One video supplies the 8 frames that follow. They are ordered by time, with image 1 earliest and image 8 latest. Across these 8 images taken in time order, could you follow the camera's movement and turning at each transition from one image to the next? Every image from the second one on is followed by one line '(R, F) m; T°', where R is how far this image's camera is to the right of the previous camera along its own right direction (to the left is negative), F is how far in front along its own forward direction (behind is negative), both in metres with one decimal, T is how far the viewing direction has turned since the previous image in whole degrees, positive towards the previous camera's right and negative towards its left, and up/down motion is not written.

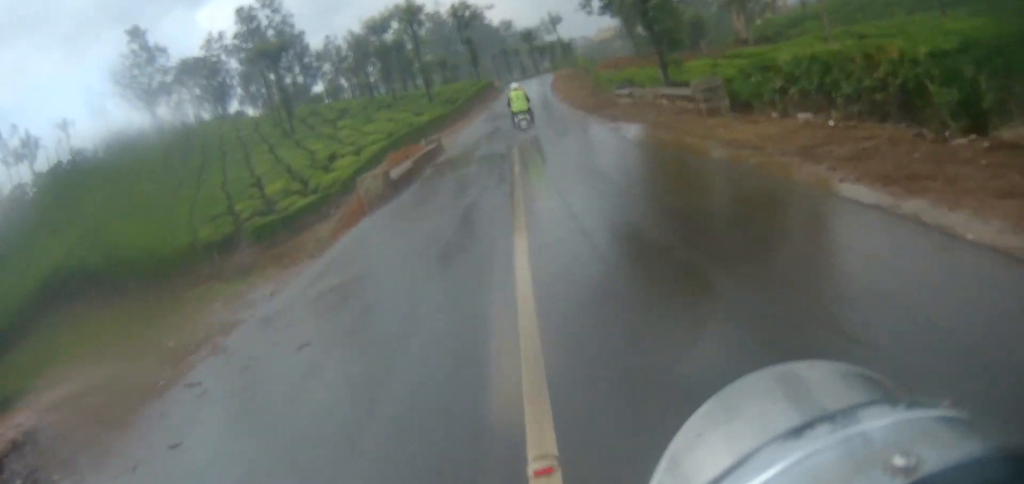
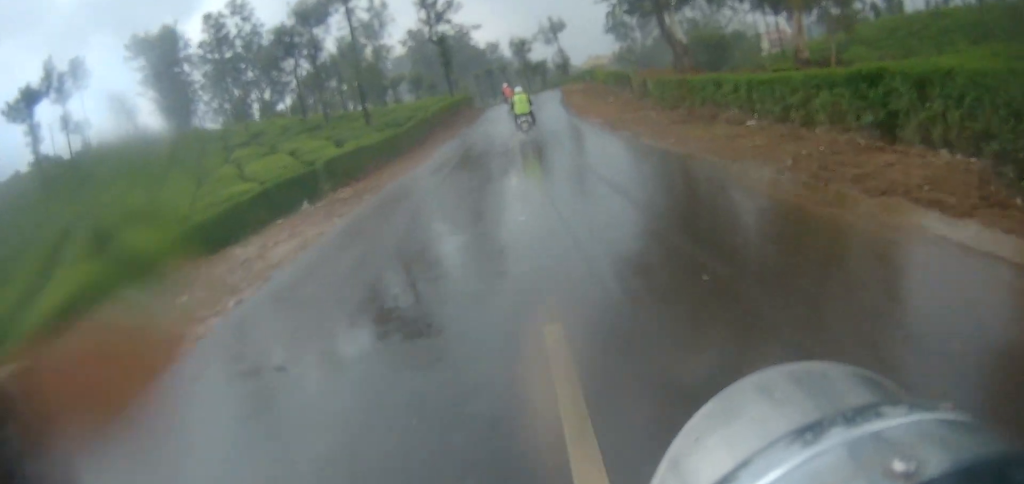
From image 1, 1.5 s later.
(+0.8, +23.0) m; +3°
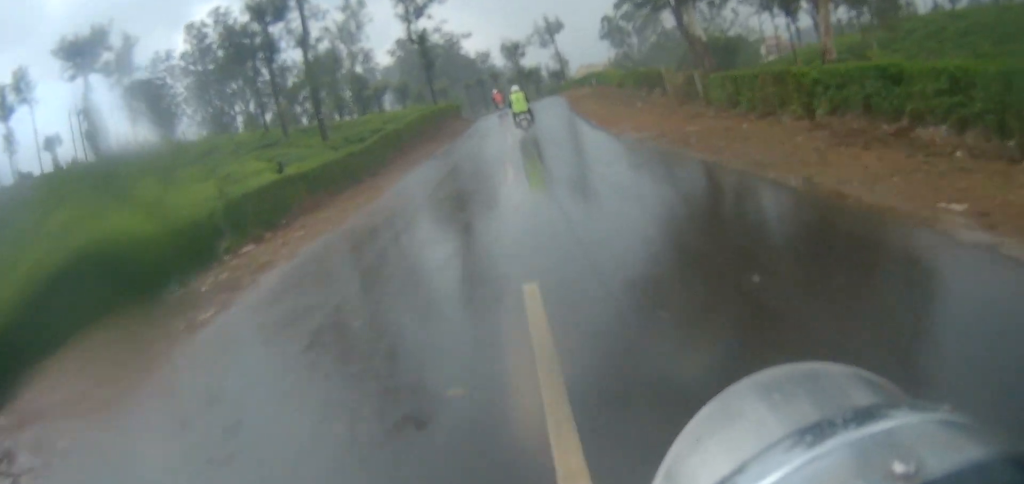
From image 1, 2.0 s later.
(0.0, +8.1) m; 0°
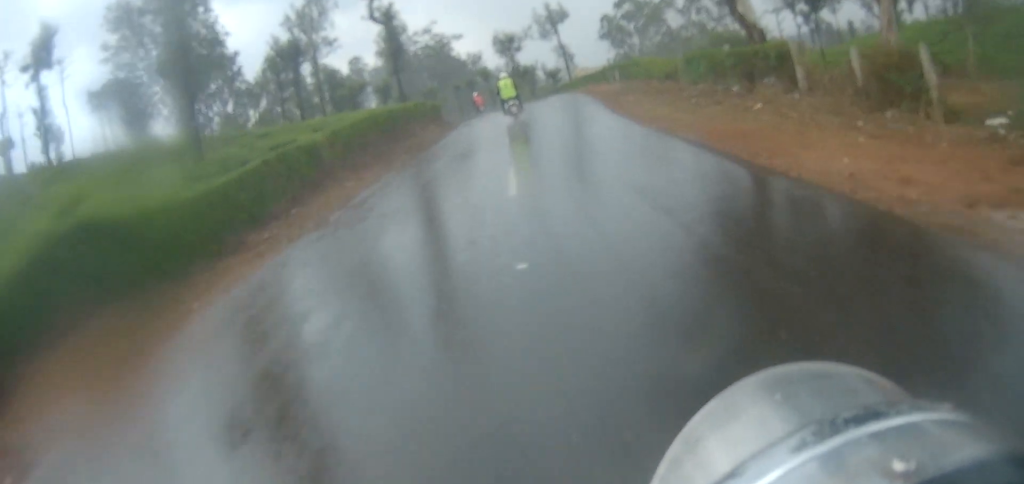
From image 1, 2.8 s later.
(+0.1, +11.8) m; 0°
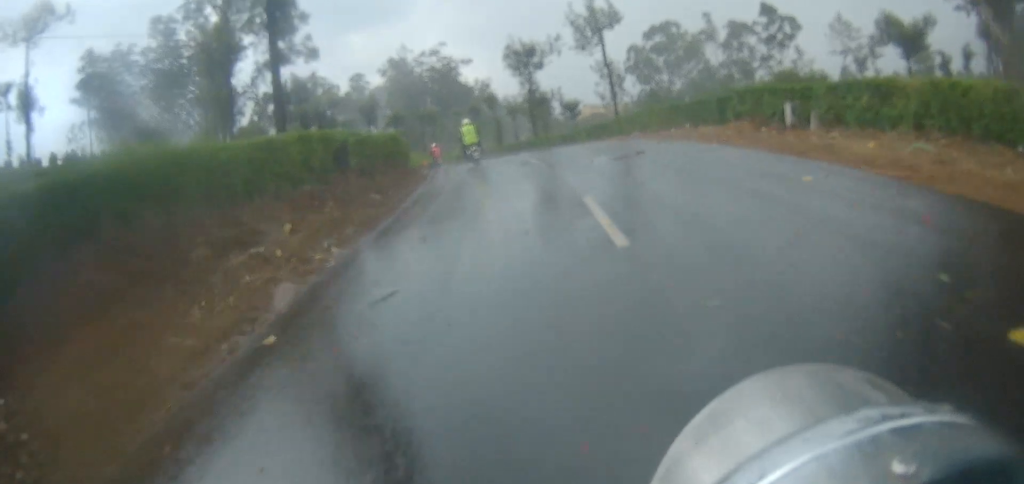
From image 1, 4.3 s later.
(+0.1, +20.4) m; 0°
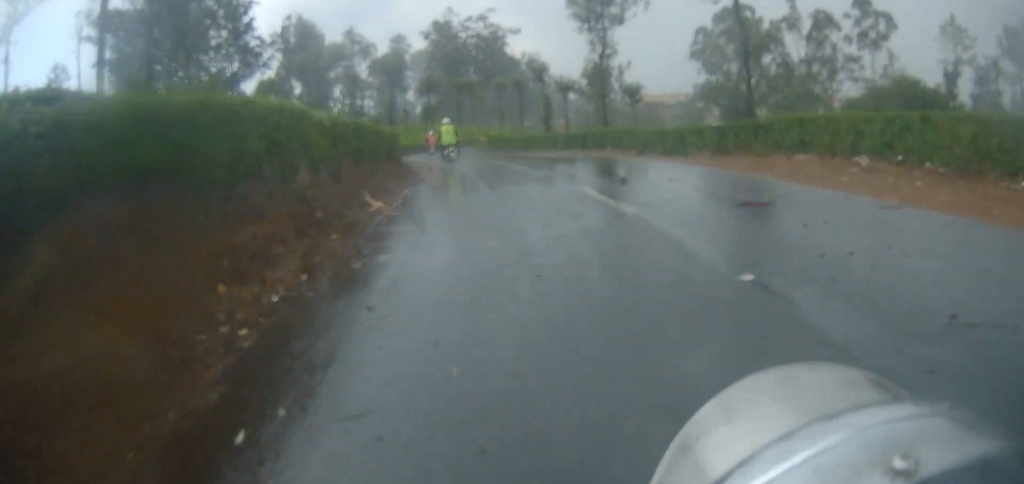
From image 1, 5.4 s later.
(-0.5, +15.6) m; -5°
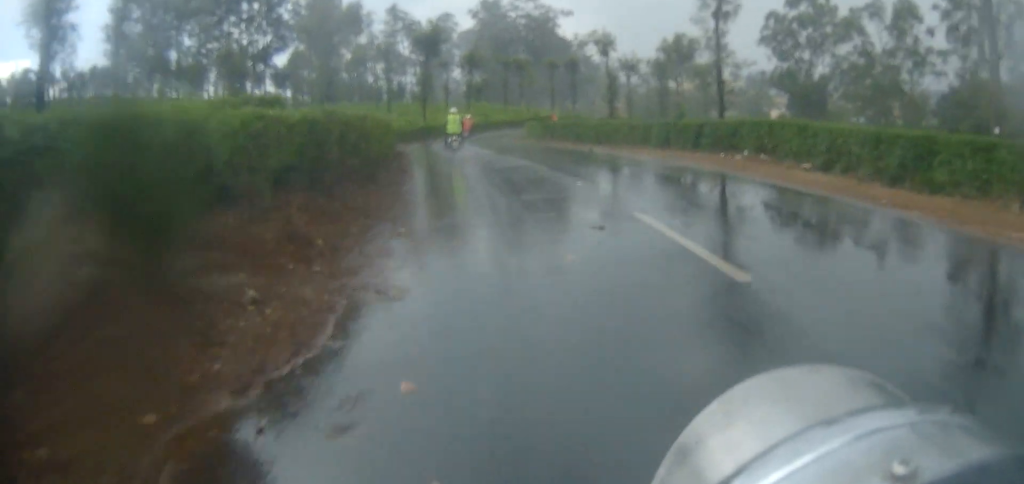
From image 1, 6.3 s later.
(-0.7, +11.3) m; -4°
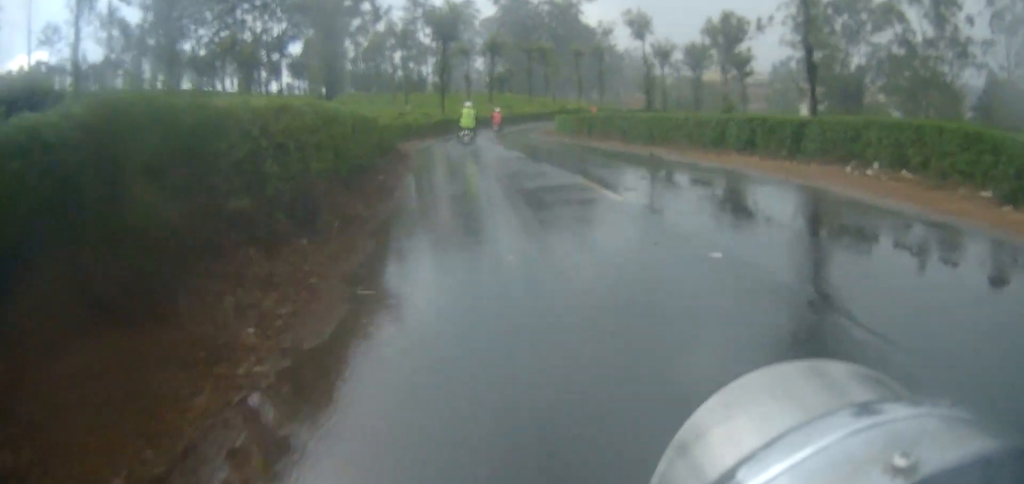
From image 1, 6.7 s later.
(0.0, +5.2) m; 0°
